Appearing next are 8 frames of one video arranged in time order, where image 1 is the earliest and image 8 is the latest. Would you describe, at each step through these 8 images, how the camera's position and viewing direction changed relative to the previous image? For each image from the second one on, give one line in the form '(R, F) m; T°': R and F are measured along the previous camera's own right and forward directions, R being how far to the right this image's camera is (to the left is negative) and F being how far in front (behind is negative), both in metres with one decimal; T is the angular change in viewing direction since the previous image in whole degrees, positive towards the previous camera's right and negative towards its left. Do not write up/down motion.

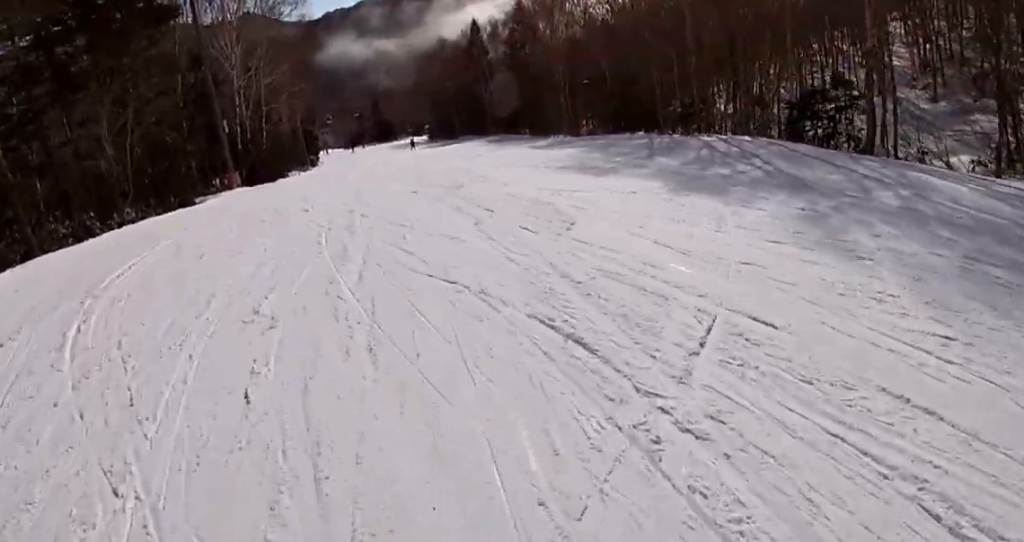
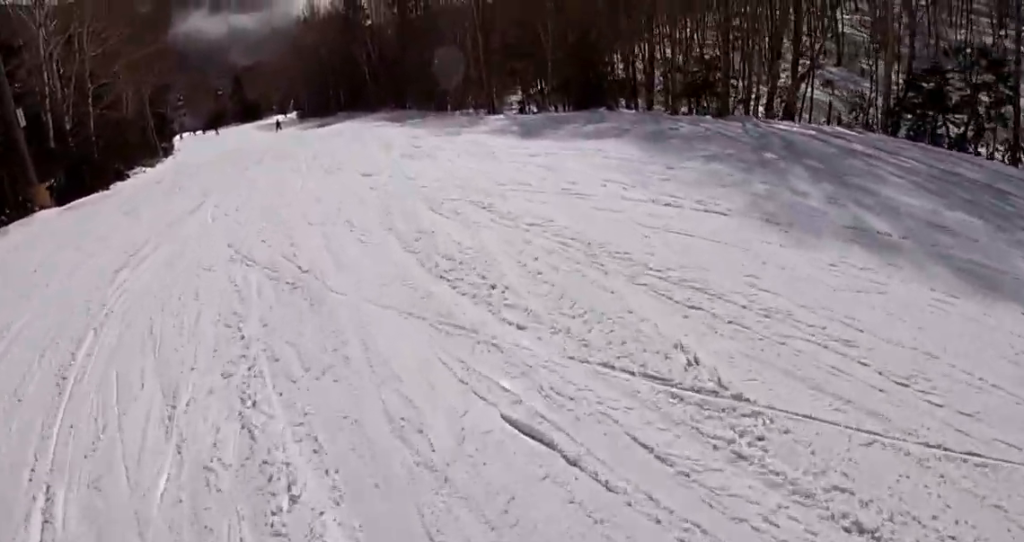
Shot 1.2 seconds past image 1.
(+1.1, +11.0) m; +6°
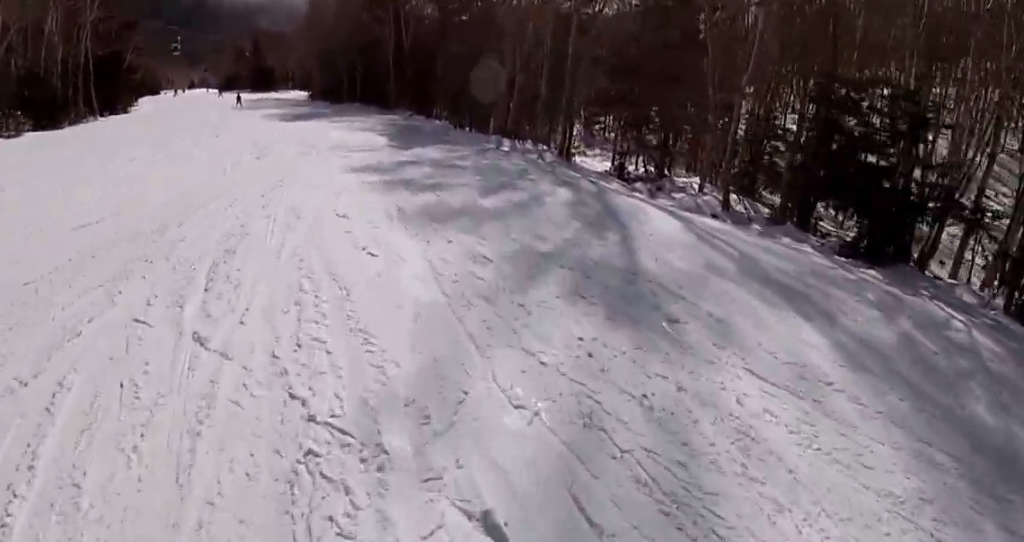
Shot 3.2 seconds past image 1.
(+1.1, +18.5) m; -1°
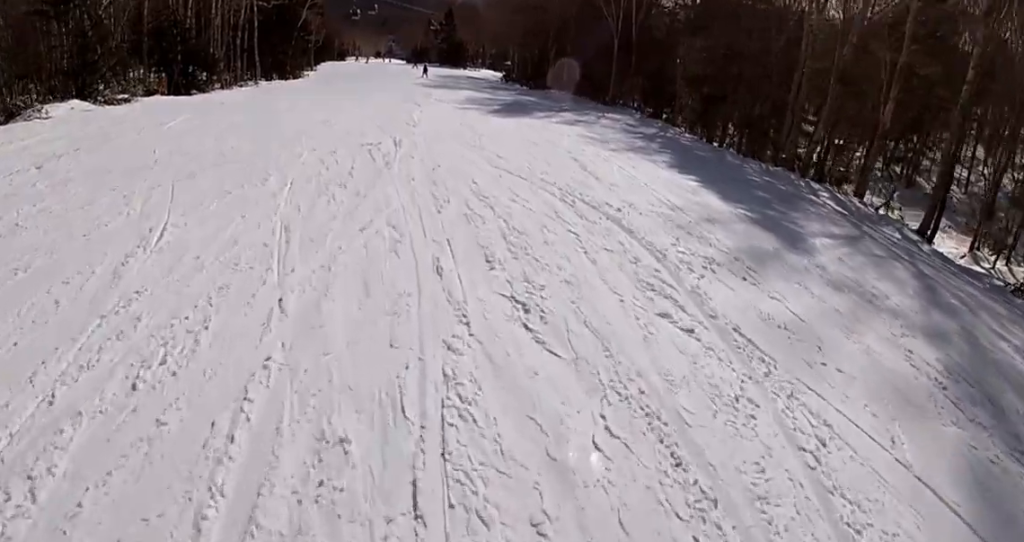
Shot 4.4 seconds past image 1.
(-1.5, +9.3) m; -14°
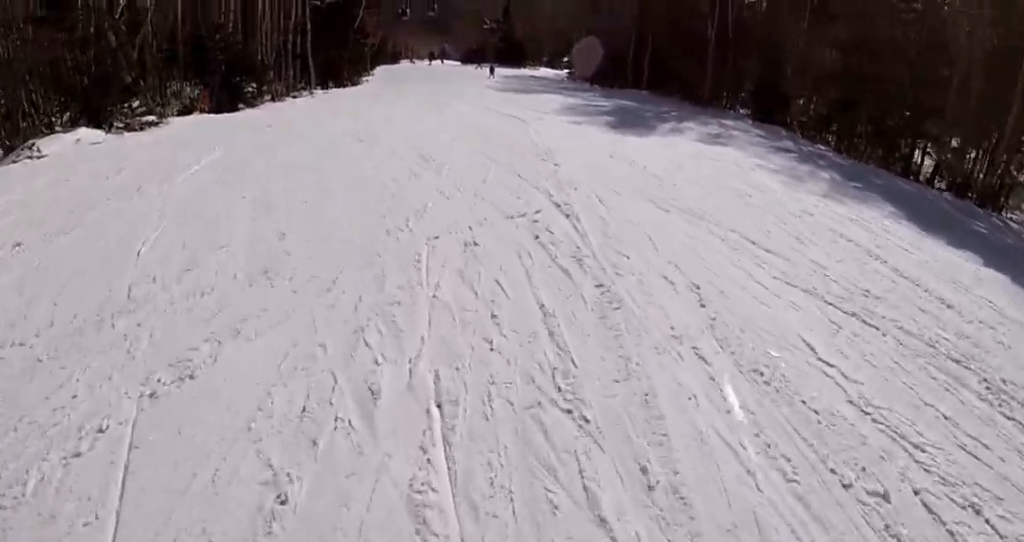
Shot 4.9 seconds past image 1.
(-0.2, +5.0) m; -2°
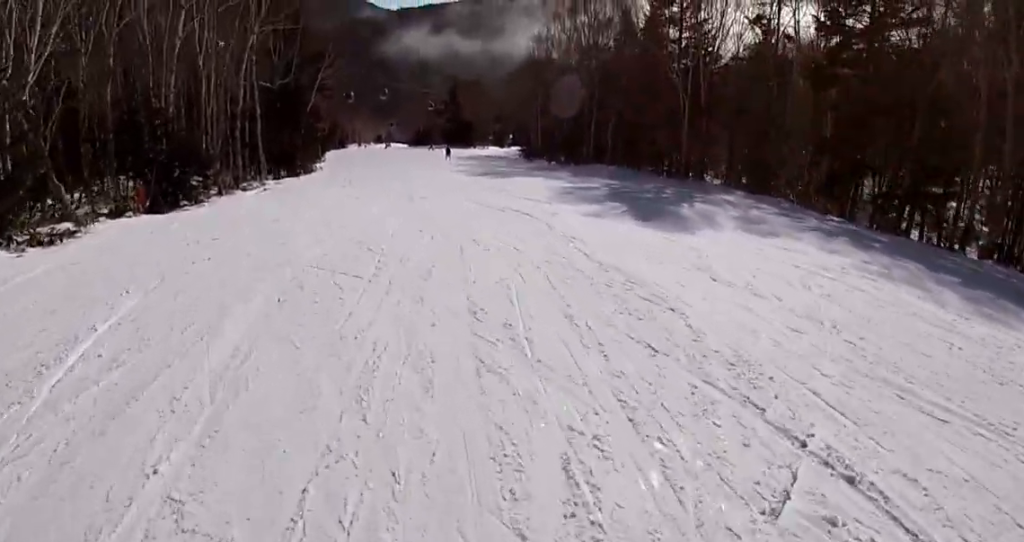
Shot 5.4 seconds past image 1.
(-0.1, +4.0) m; 0°
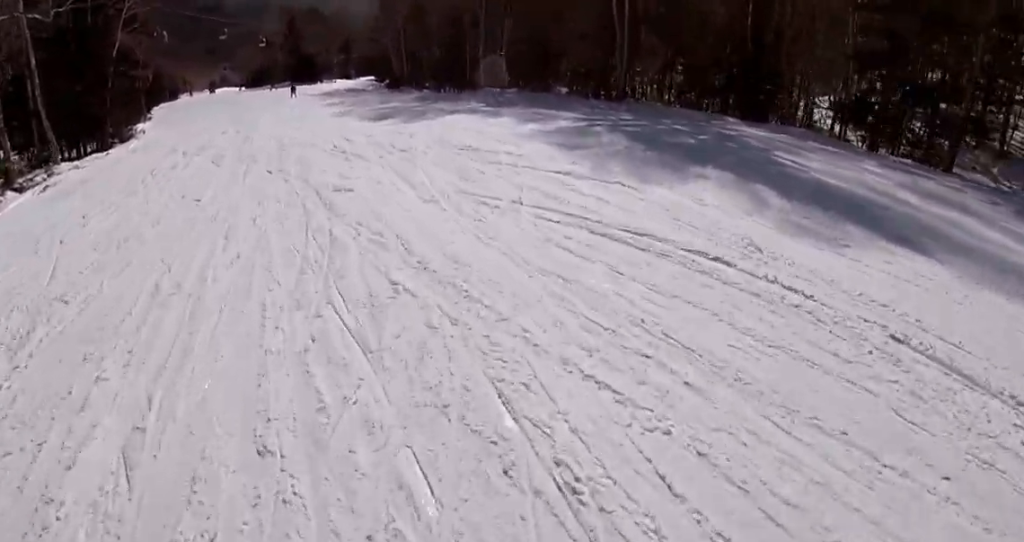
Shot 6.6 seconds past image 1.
(+0.4, +10.0) m; +11°
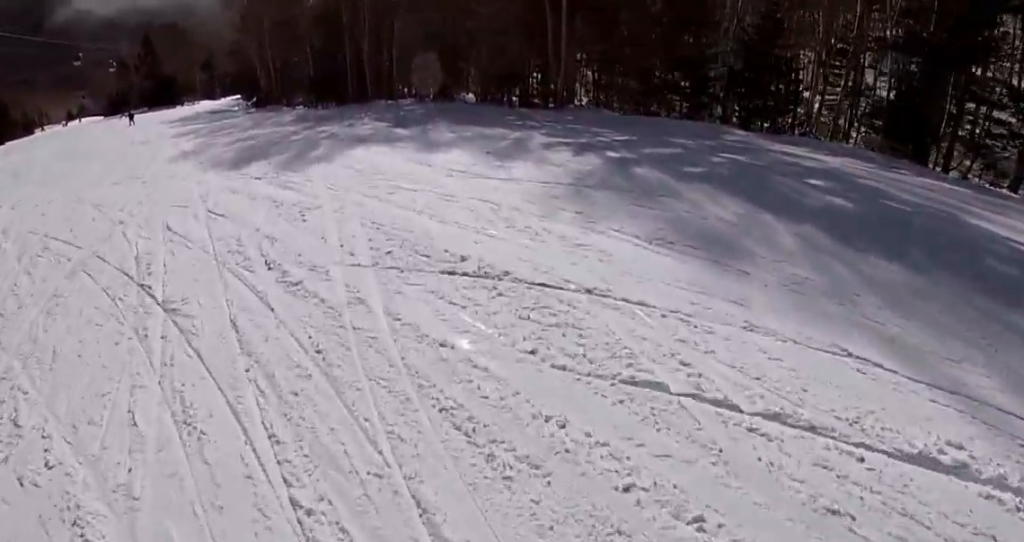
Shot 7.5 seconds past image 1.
(+1.0, +8.3) m; +17°
